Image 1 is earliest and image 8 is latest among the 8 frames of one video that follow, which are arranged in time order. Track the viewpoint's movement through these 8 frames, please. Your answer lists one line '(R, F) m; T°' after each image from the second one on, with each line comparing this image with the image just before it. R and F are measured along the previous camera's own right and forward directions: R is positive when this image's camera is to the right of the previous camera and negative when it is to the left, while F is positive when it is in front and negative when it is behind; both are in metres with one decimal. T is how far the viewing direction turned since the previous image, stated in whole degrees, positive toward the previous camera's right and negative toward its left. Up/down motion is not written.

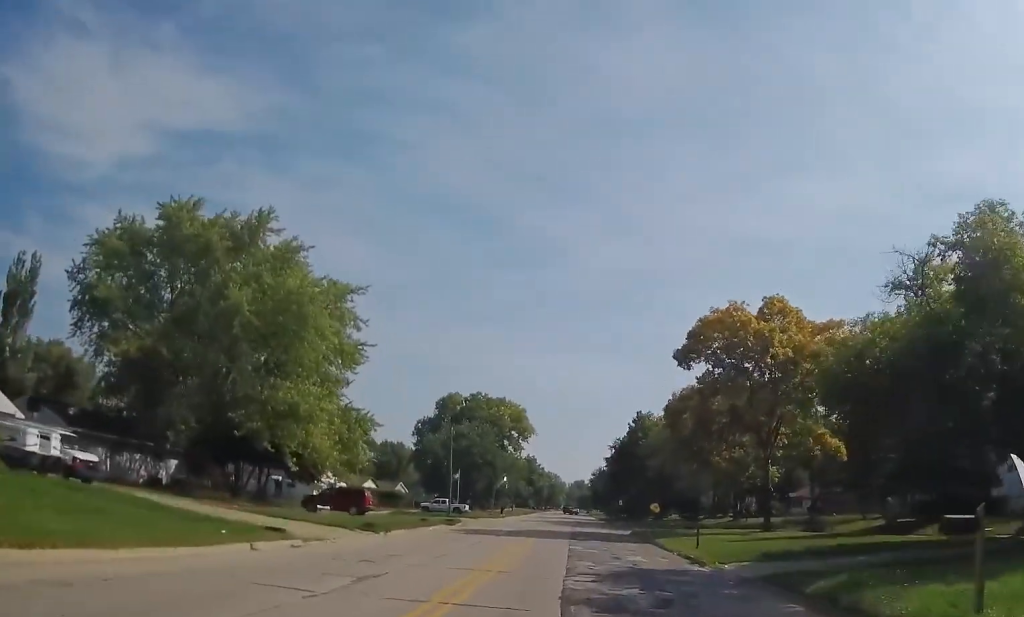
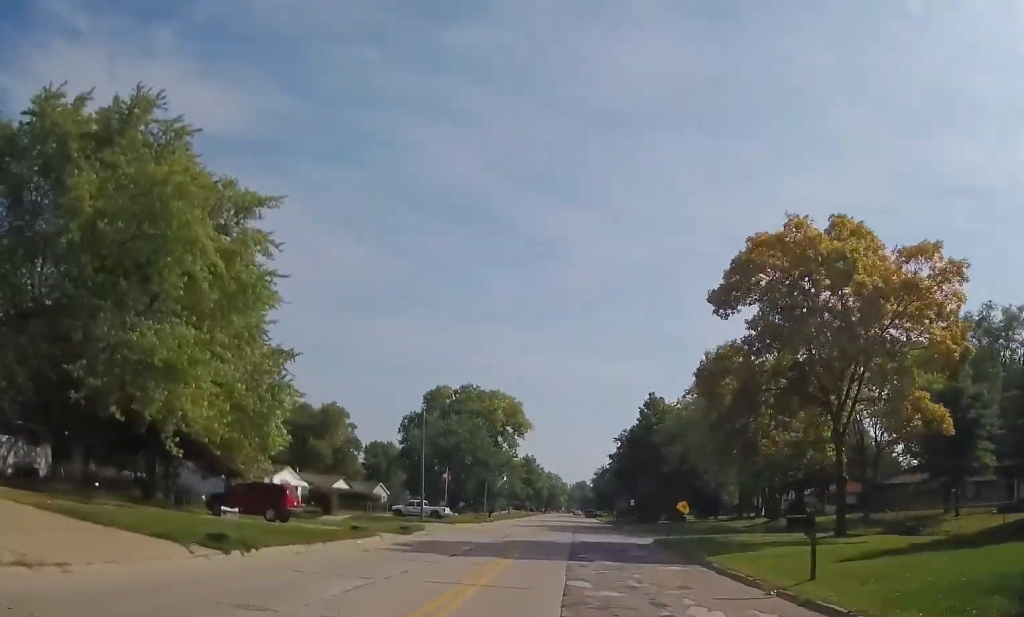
(-0.5, +14.5) m; -2°
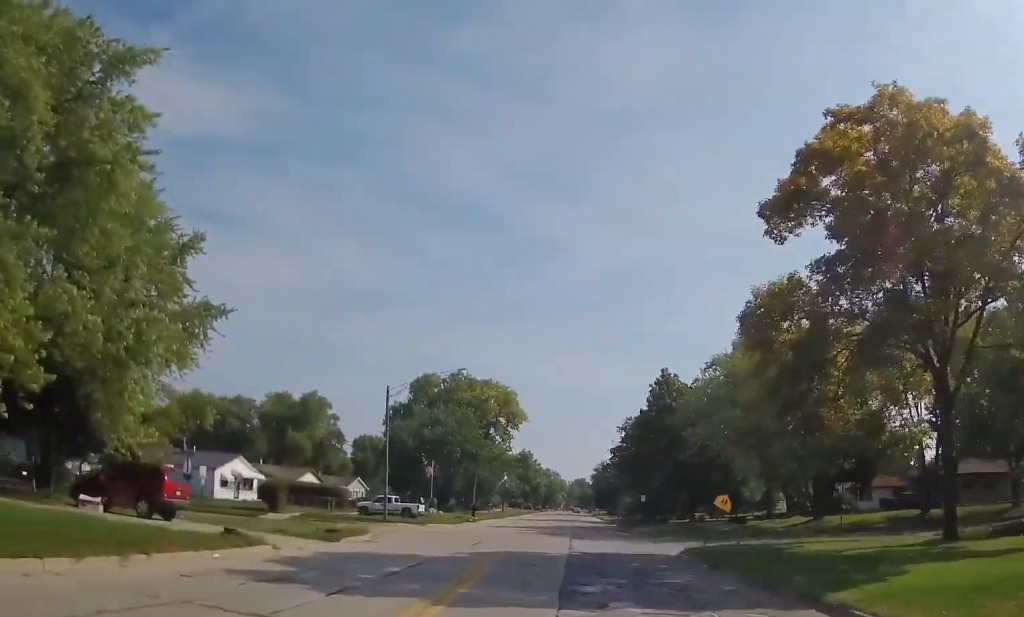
(0.0, +11.5) m; 0°
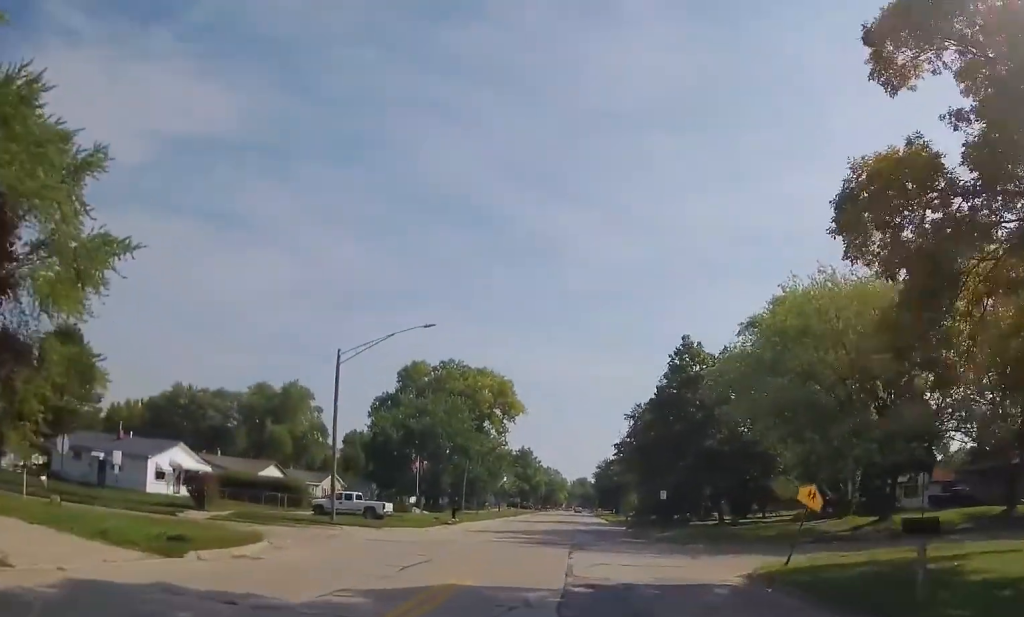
(0.0, +11.1) m; -2°
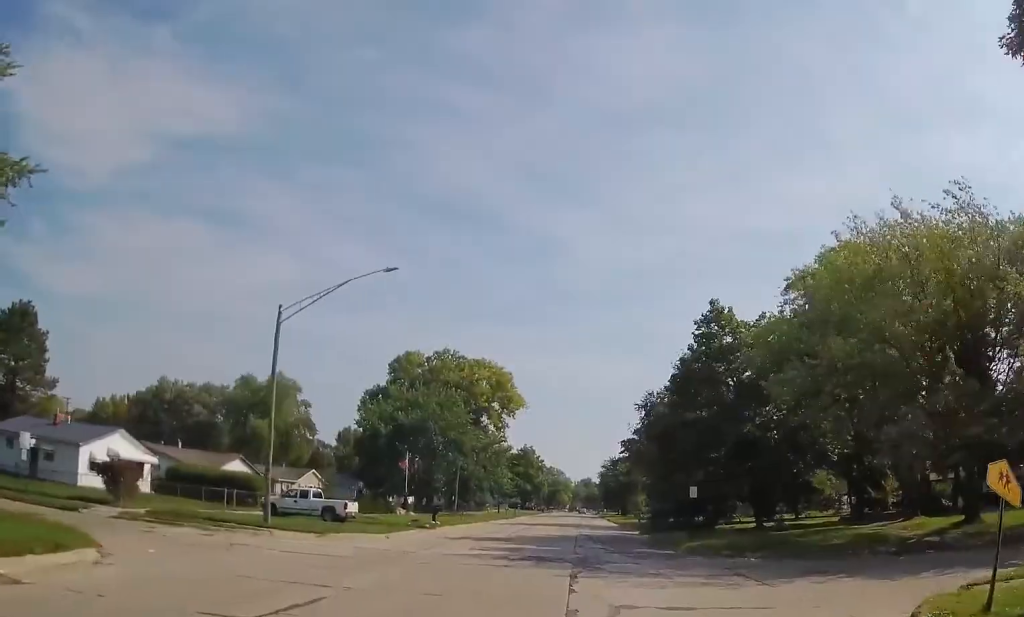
(-0.1, +8.8) m; -1°
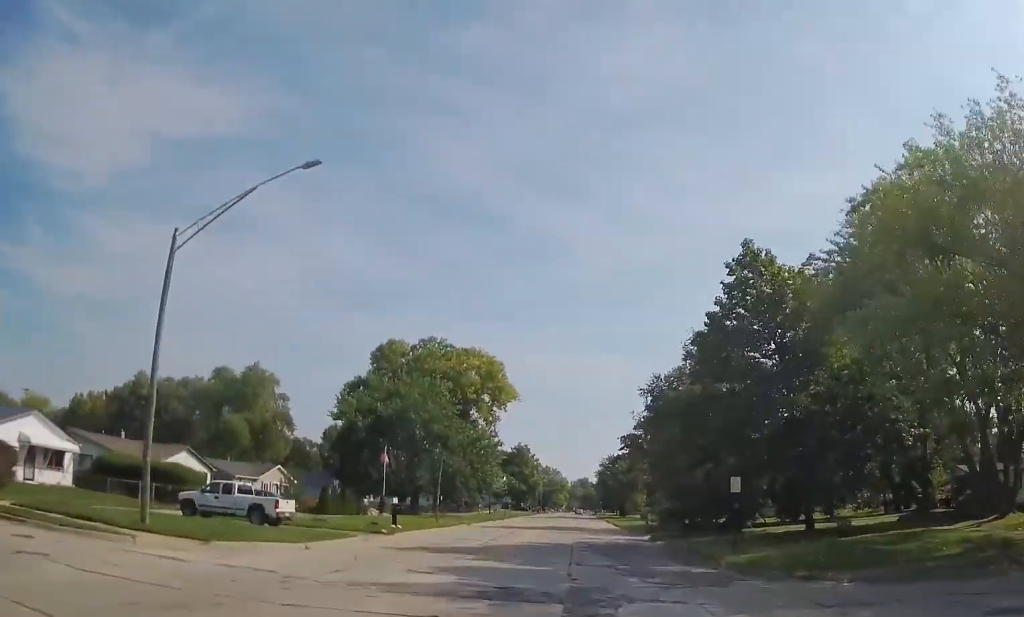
(-0.4, +8.9) m; 0°
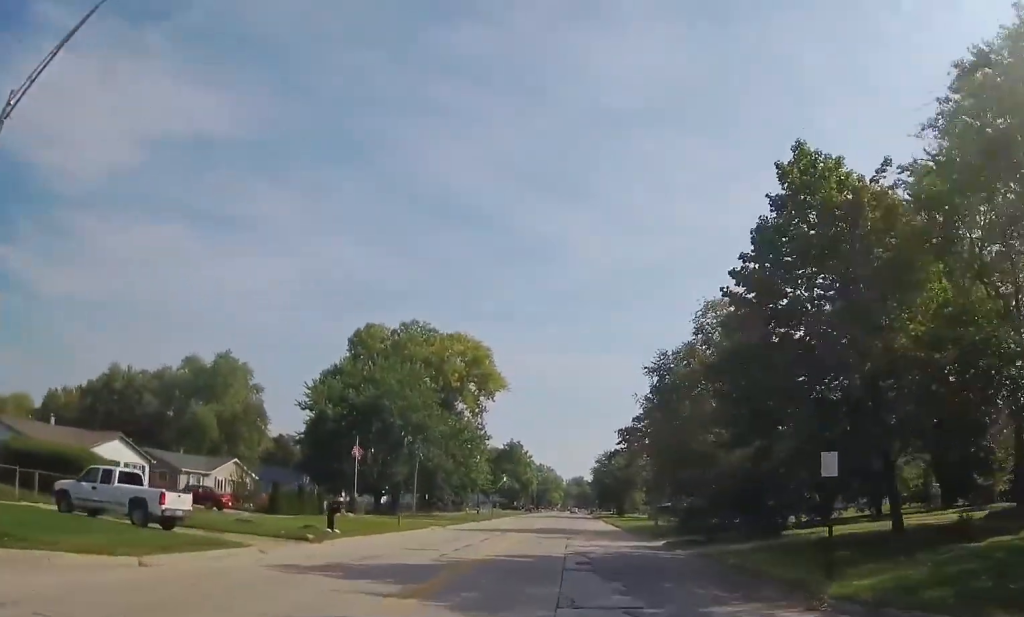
(+0.3, +8.8) m; +1°
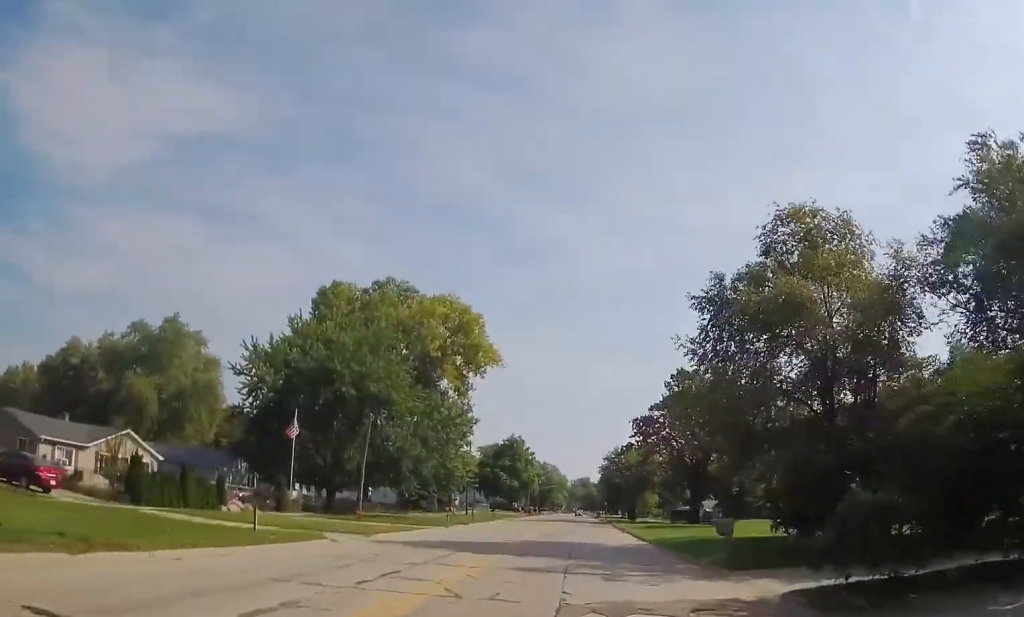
(+0.3, +18.0) m; +1°
